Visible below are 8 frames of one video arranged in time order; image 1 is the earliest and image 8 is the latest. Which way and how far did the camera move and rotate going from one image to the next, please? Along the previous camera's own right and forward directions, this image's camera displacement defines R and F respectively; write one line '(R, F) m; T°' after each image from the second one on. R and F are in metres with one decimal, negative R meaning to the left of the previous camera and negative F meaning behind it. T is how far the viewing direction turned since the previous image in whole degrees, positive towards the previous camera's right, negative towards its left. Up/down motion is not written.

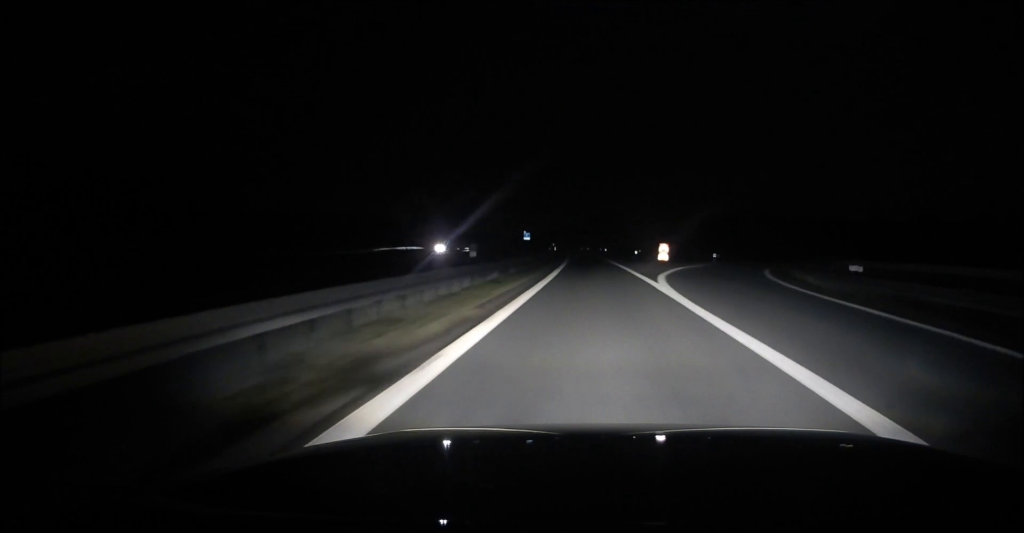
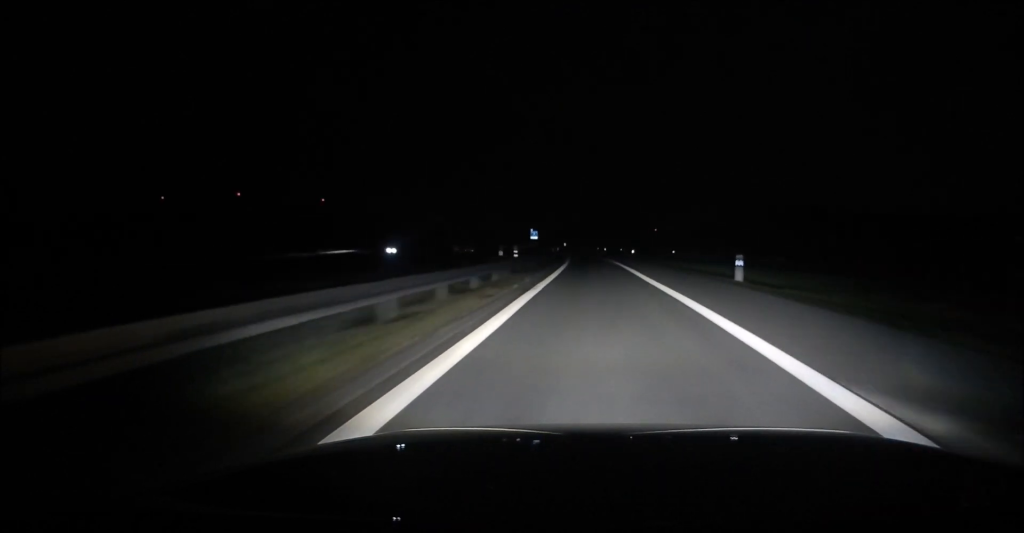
(-0.5, +45.3) m; -1°
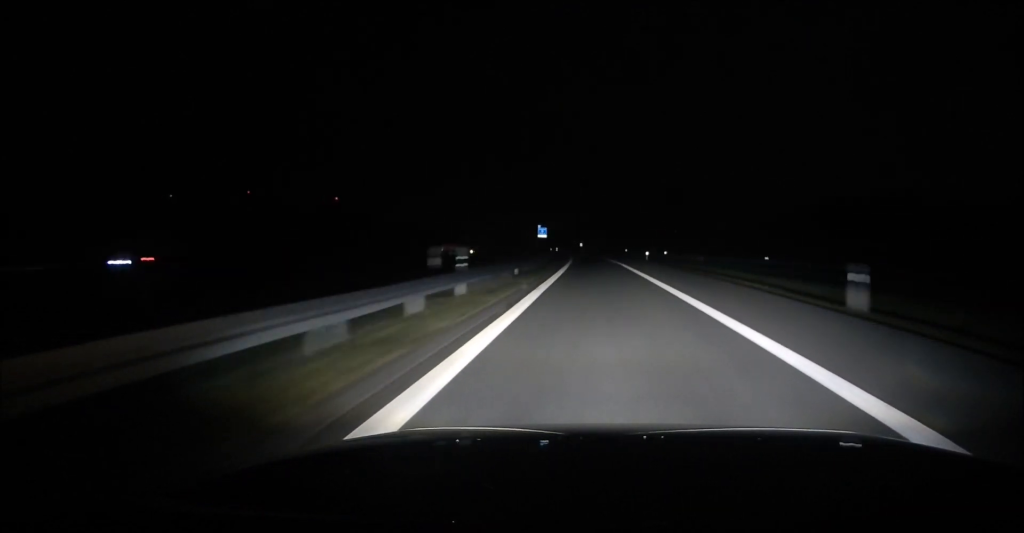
(-0.8, +62.4) m; -2°
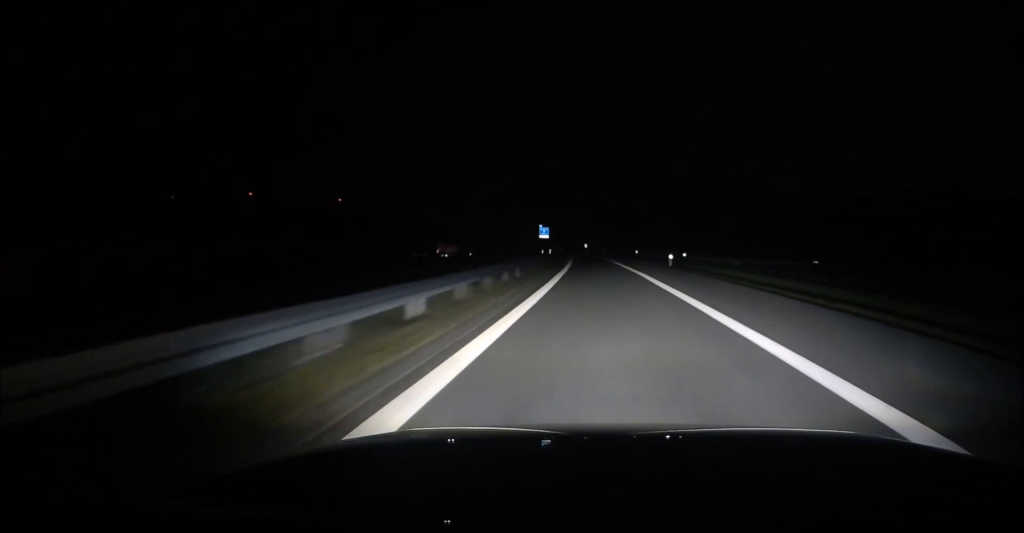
(0.0, +16.0) m; -1°
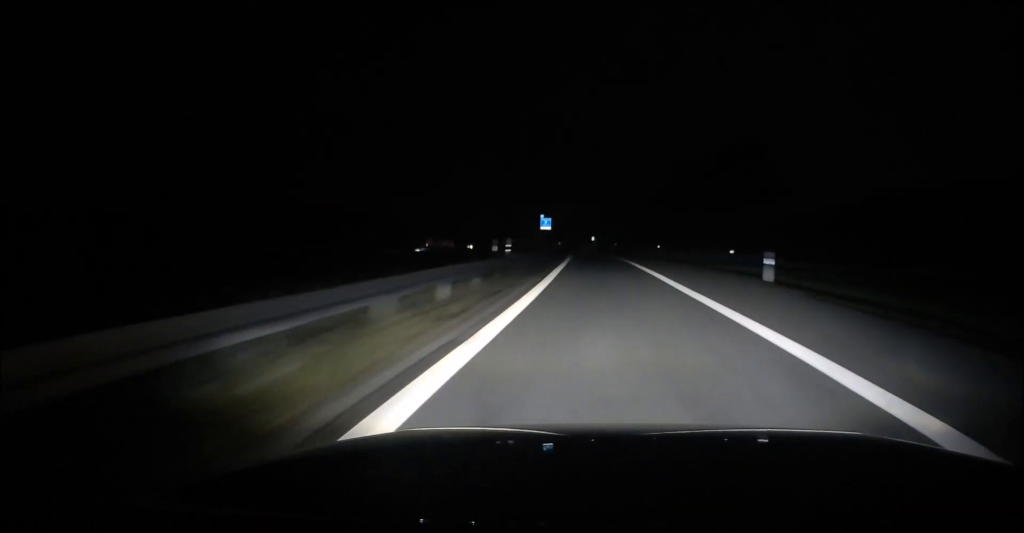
(-0.2, +25.6) m; -1°
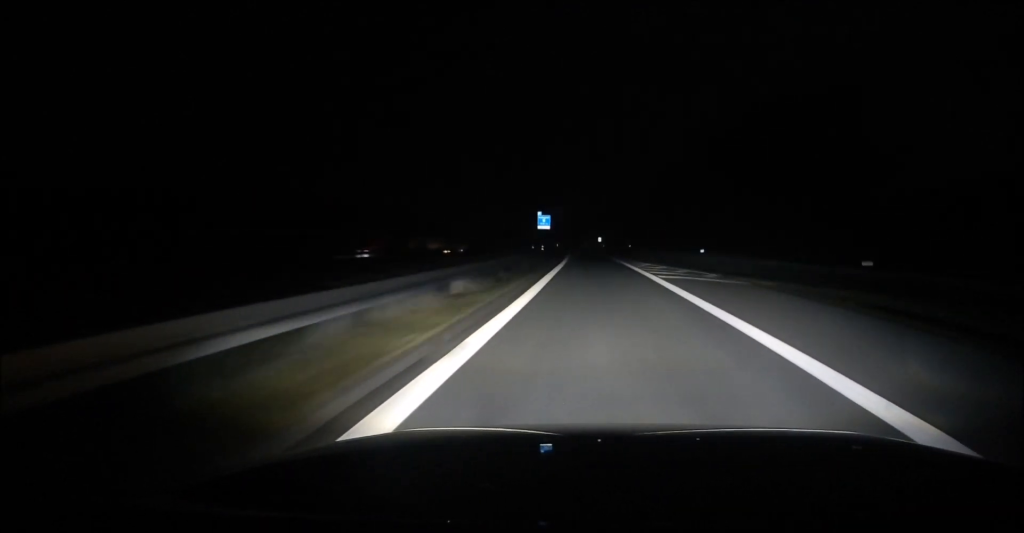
(-0.4, +30.1) m; -1°
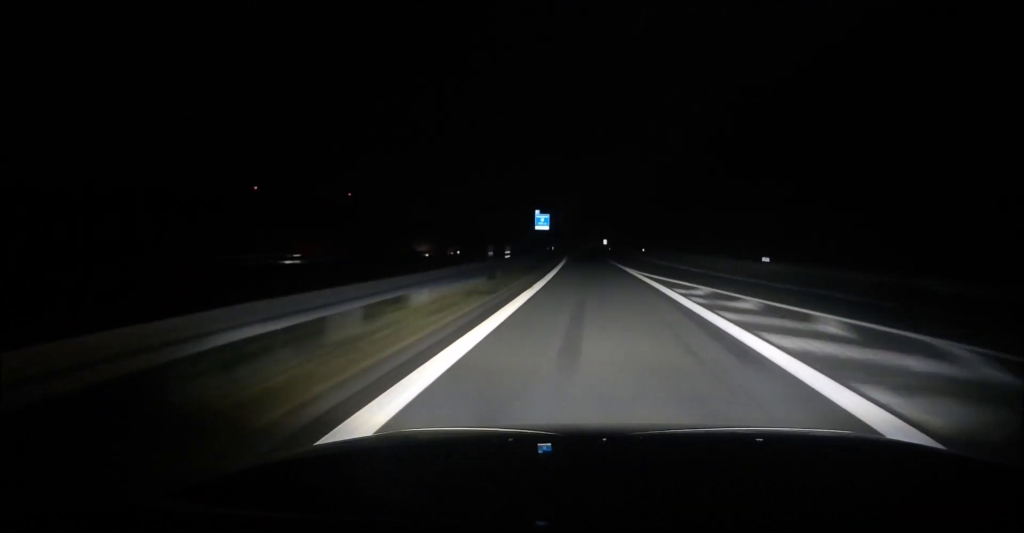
(0.0, +17.9) m; -1°
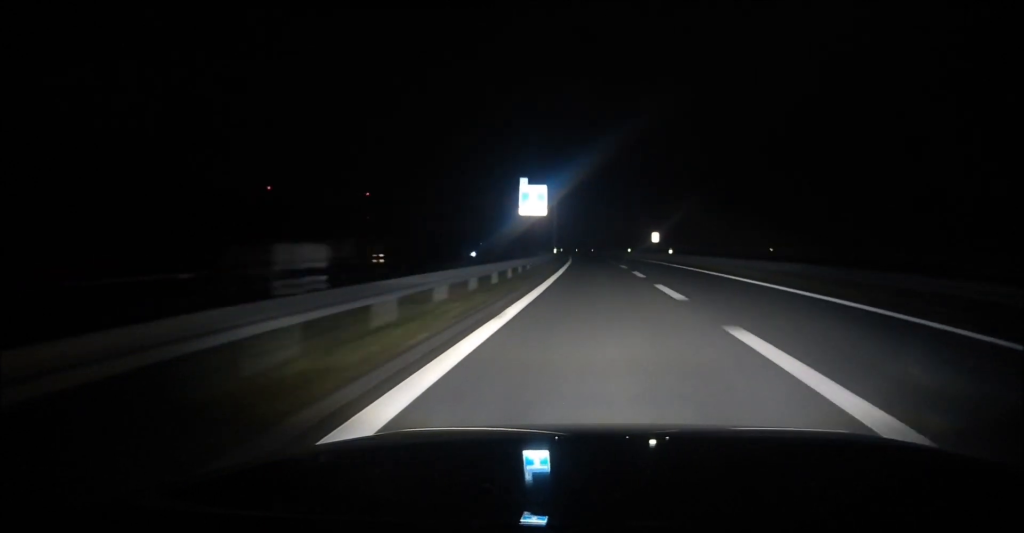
(-1.3, +69.9) m; -2°
